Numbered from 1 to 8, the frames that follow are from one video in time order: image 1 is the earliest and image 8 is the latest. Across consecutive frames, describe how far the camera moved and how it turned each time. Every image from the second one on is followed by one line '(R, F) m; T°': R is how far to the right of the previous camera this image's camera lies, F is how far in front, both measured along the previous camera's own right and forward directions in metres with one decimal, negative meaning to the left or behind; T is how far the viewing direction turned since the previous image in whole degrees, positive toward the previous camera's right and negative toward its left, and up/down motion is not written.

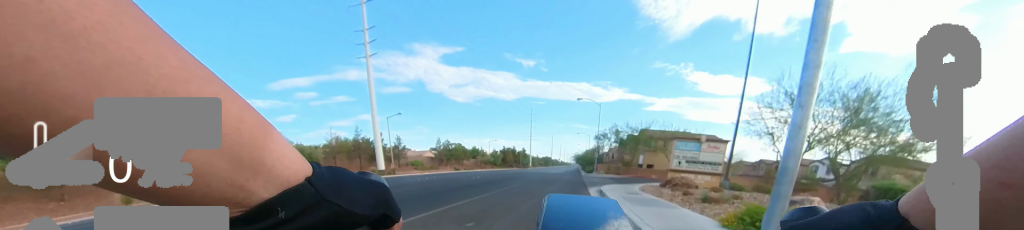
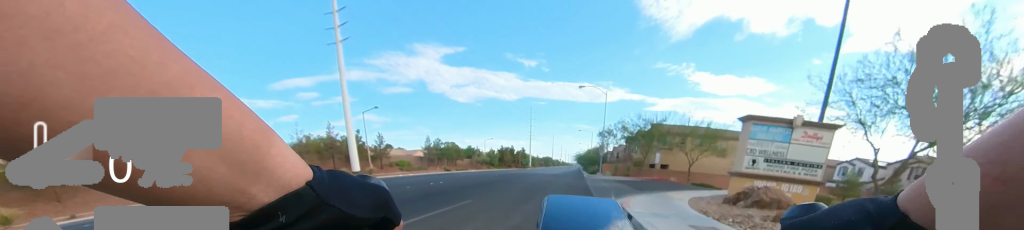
(0.0, +6.3) m; 0°
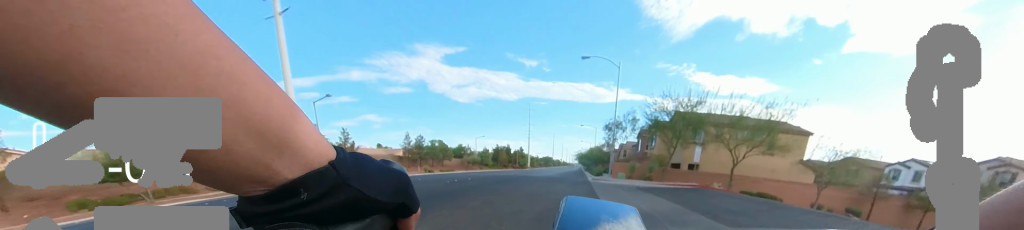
(0.0, +8.8) m; 0°
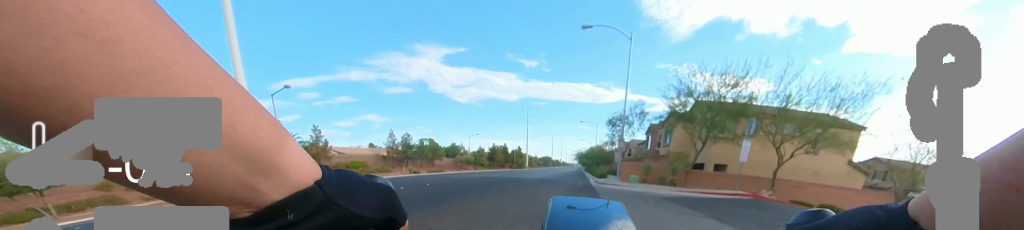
(0.0, +5.4) m; 0°
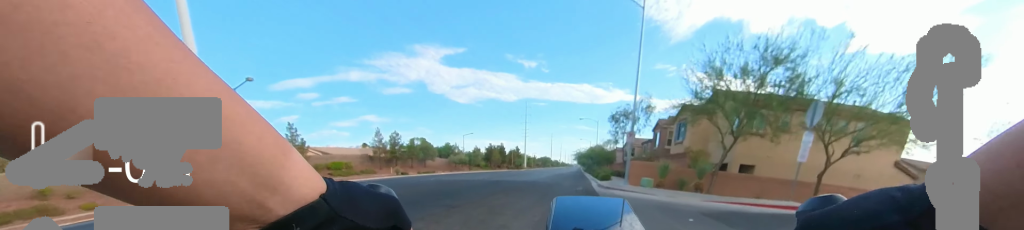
(0.0, +3.7) m; 0°
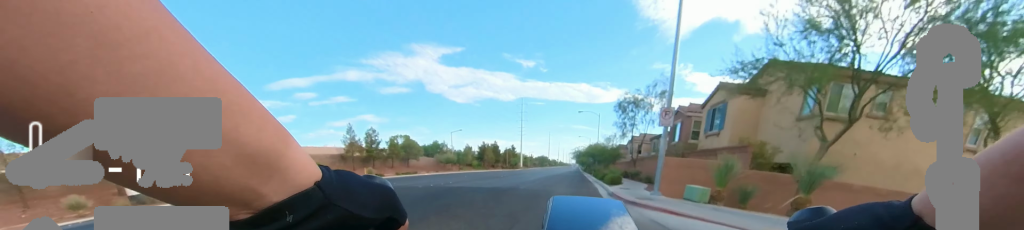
(0.0, +6.1) m; 0°
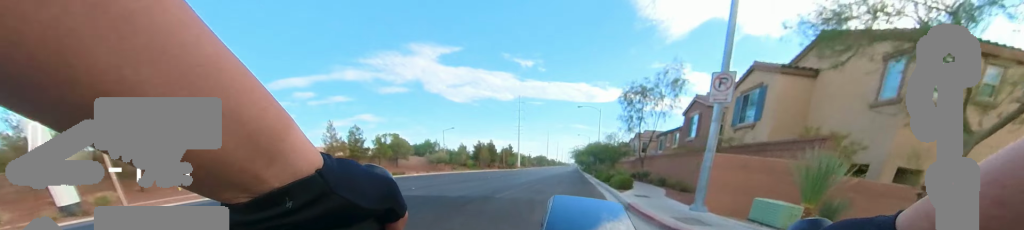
(0.0, +3.6) m; 0°
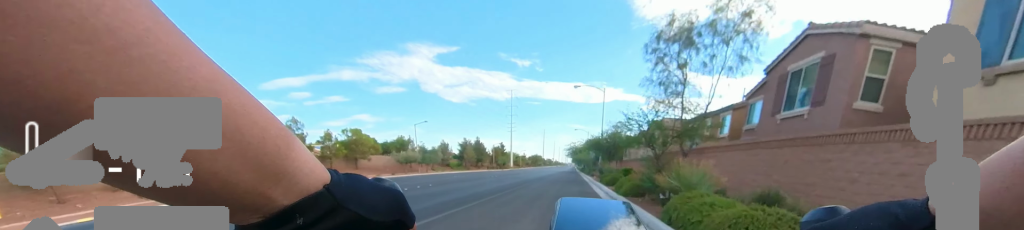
(0.0, +10.3) m; 0°
